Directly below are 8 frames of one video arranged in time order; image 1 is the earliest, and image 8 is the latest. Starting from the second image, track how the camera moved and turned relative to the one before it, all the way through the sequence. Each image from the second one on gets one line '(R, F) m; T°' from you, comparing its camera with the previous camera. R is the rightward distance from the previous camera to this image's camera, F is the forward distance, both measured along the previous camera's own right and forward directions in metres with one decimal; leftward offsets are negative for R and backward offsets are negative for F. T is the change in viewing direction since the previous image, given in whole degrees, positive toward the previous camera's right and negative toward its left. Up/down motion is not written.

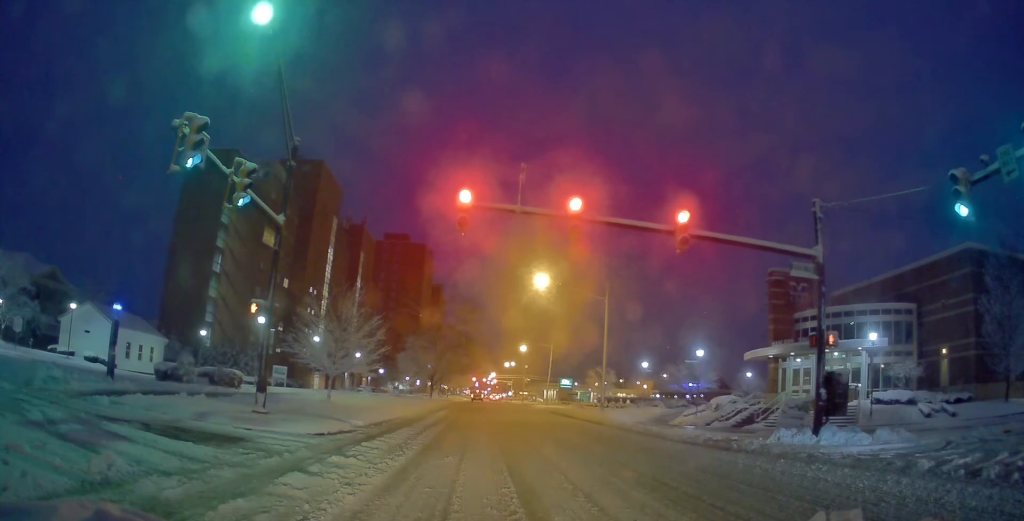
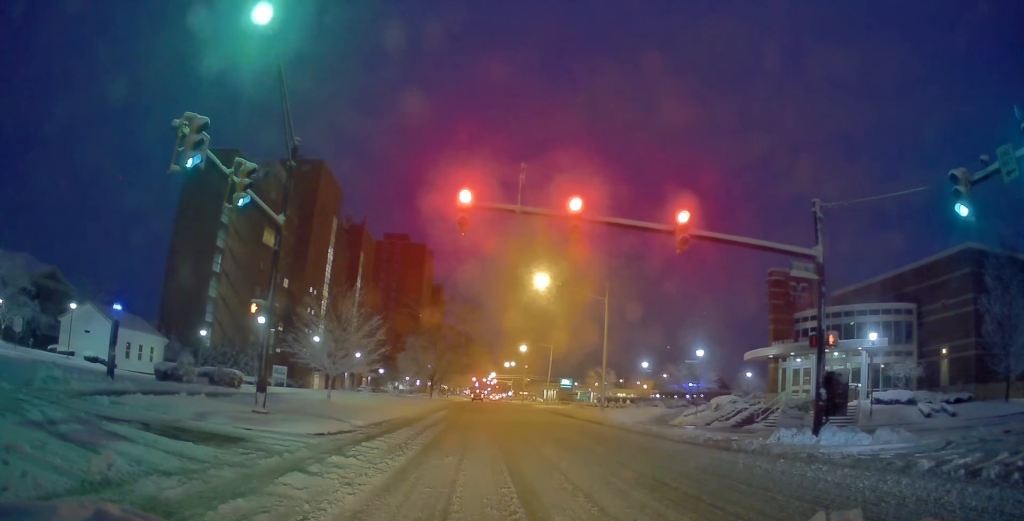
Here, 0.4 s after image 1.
(0.0, 0.0) m; 0°
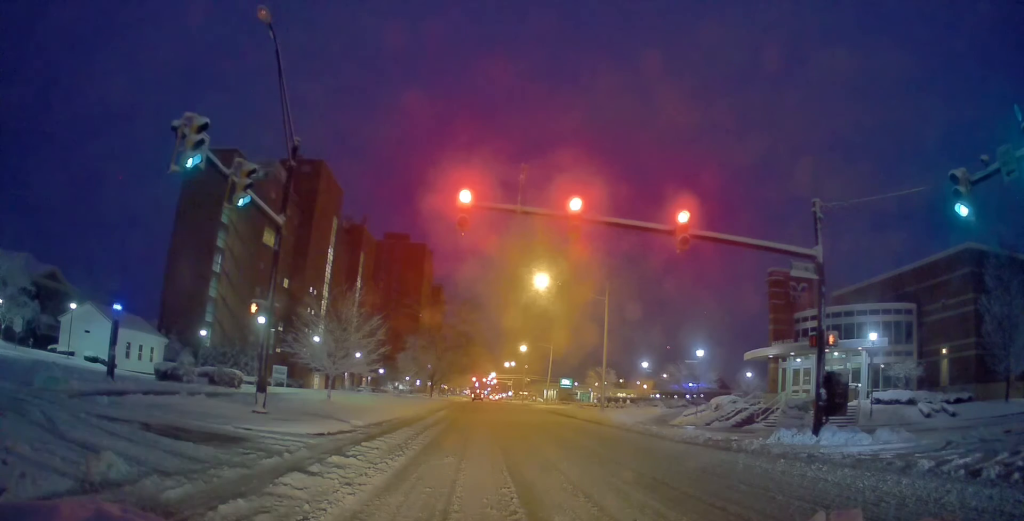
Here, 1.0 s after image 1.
(0.0, 0.0) m; 0°
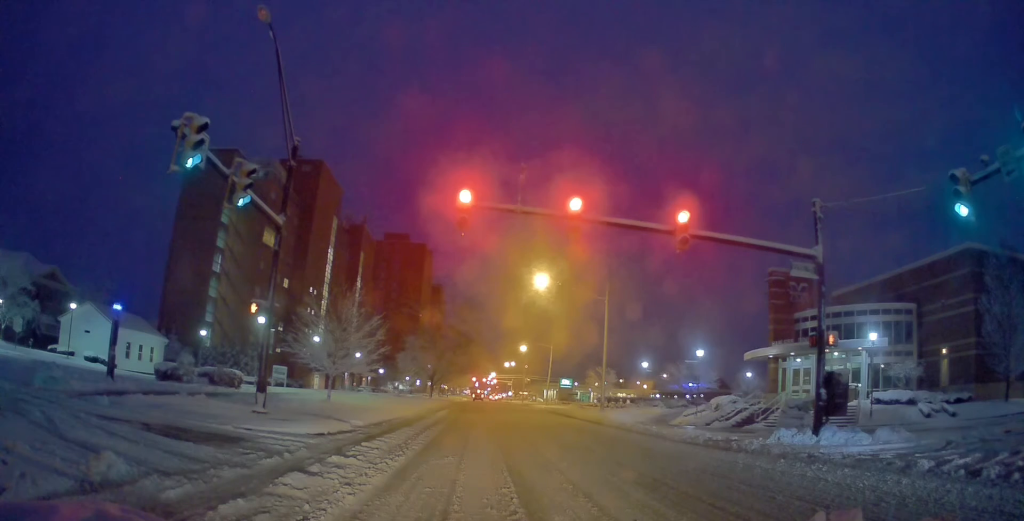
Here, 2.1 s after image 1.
(0.0, 0.0) m; 0°
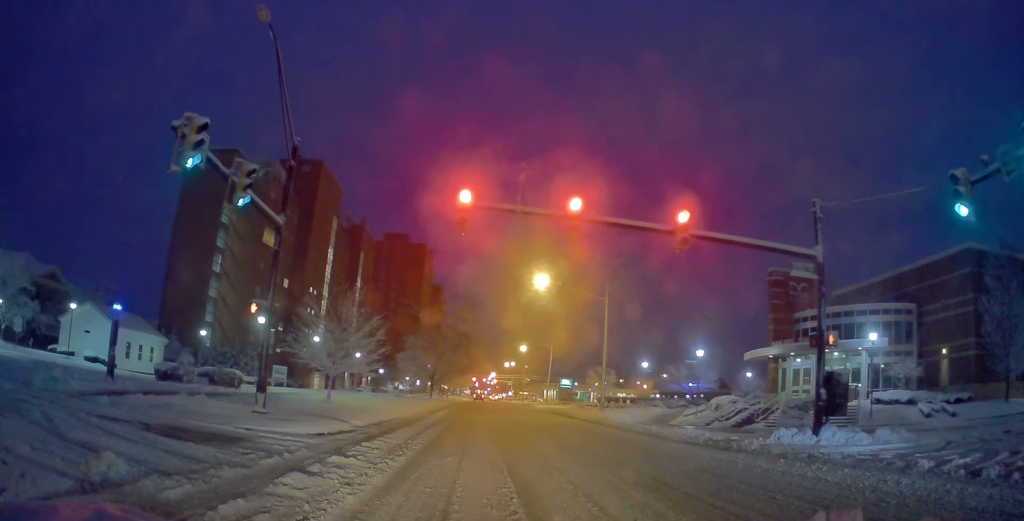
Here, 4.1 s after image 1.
(0.0, 0.0) m; 0°
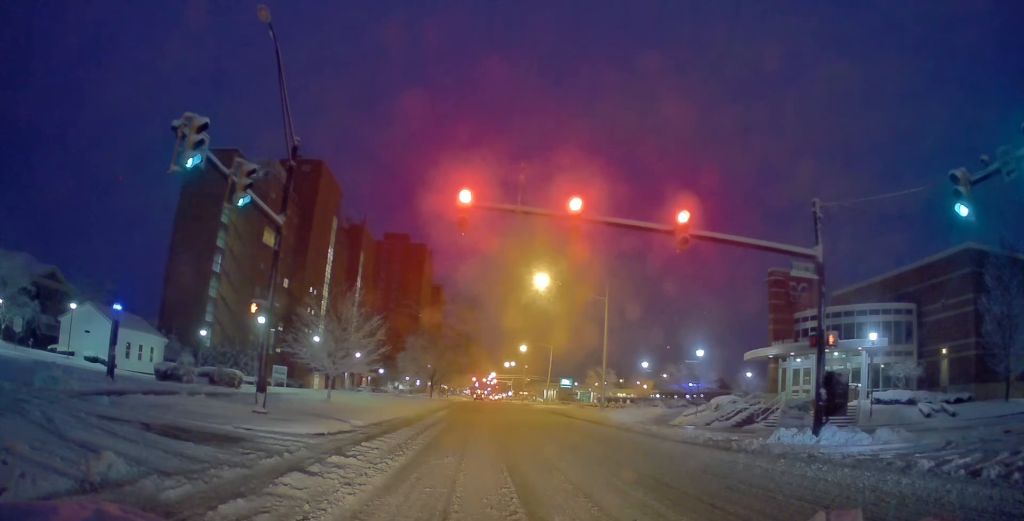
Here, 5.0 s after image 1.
(0.0, 0.0) m; 0°
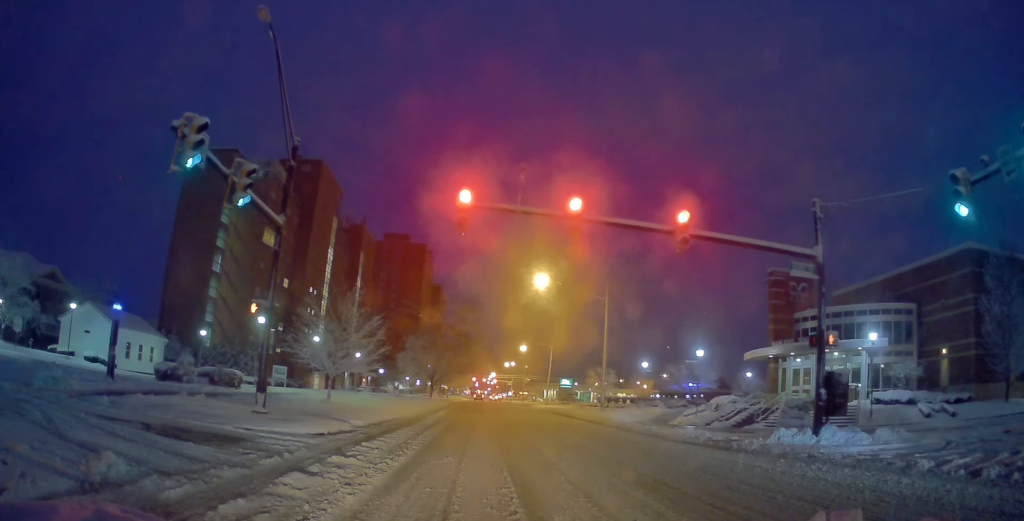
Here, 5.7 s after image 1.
(0.0, 0.0) m; 0°
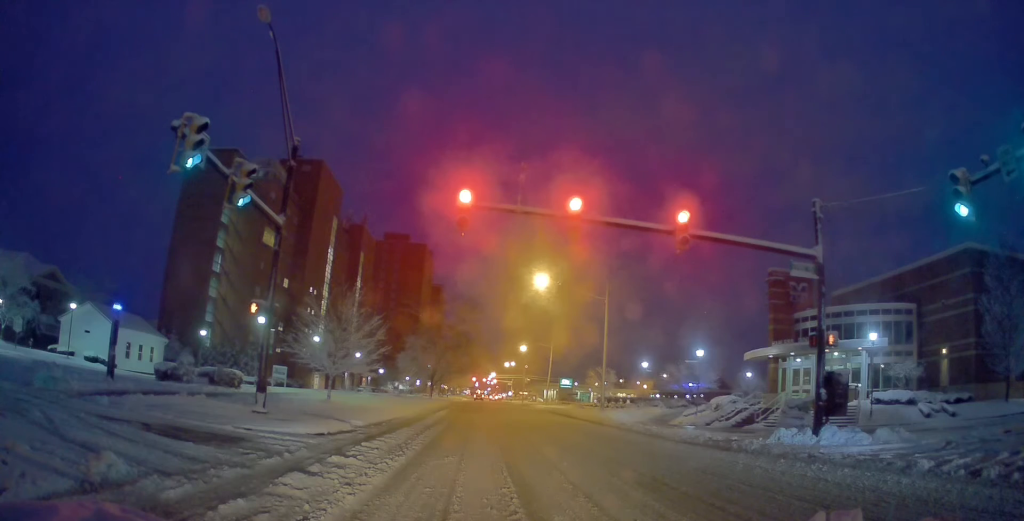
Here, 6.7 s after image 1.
(0.0, 0.0) m; 0°
